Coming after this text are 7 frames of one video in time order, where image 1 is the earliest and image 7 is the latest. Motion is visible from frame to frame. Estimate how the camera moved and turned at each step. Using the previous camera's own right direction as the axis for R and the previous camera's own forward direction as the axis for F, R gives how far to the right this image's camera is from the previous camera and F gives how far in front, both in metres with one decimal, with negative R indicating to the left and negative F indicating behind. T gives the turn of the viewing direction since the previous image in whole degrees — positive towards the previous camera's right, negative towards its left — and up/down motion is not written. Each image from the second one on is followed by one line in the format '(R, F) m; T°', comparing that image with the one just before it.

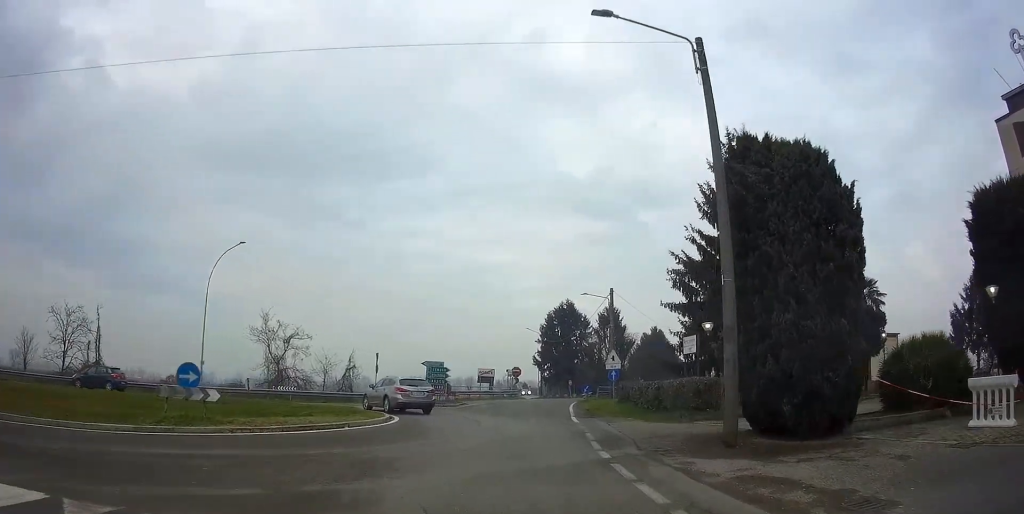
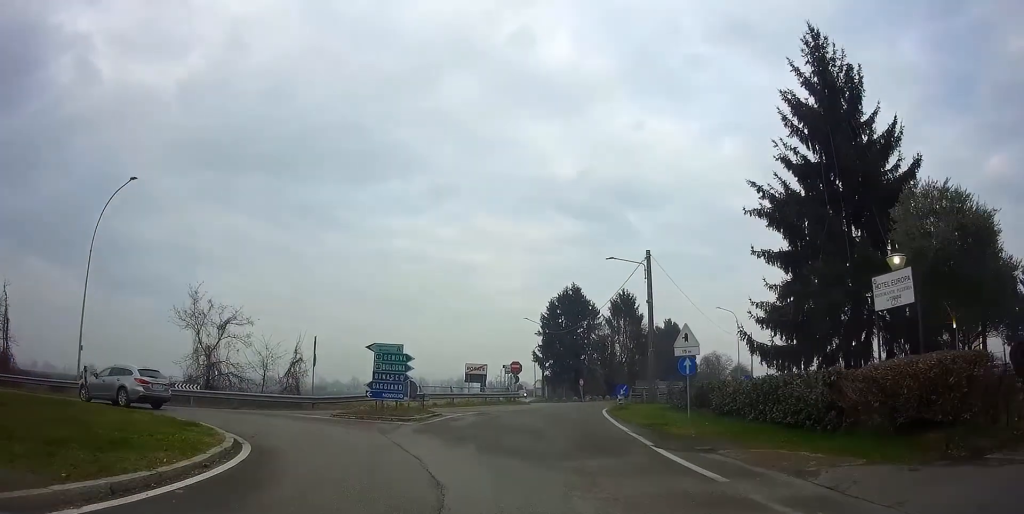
(+0.8, +12.6) m; -1°
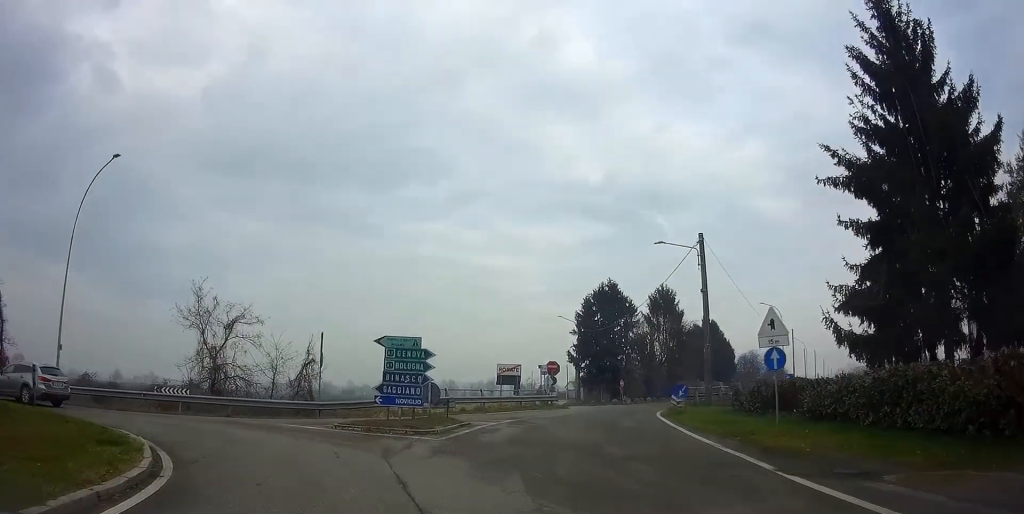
(-0.1, +4.1) m; -5°
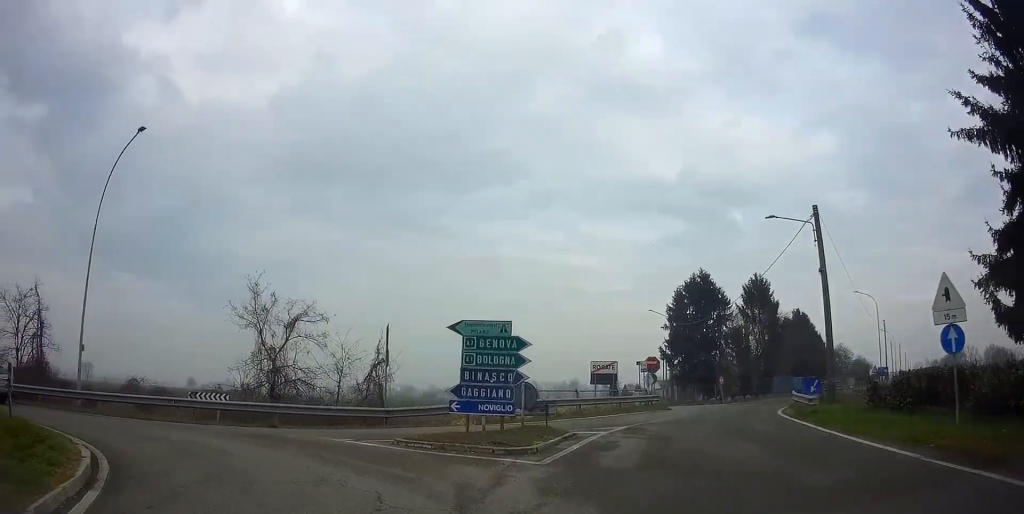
(-0.1, +4.0) m; -8°
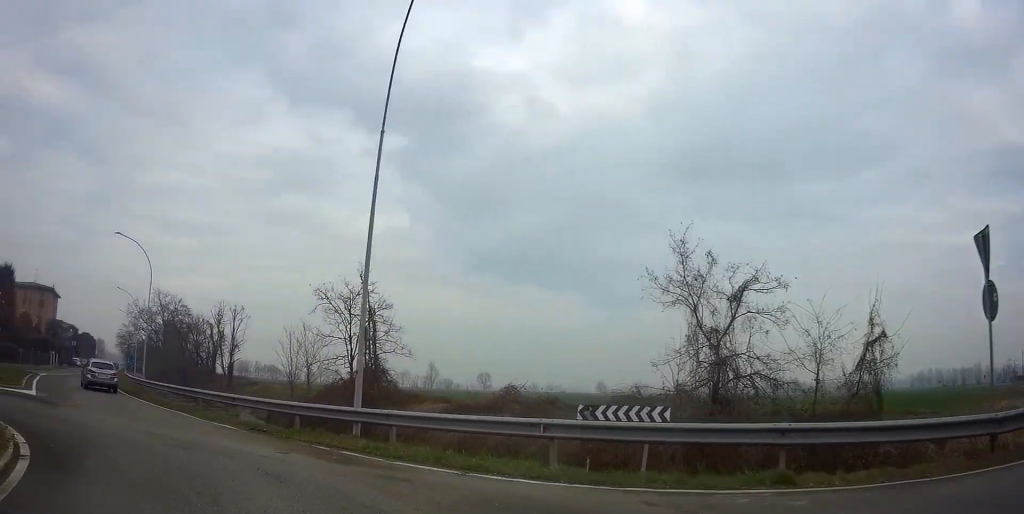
(-3.5, +10.5) m; -39°
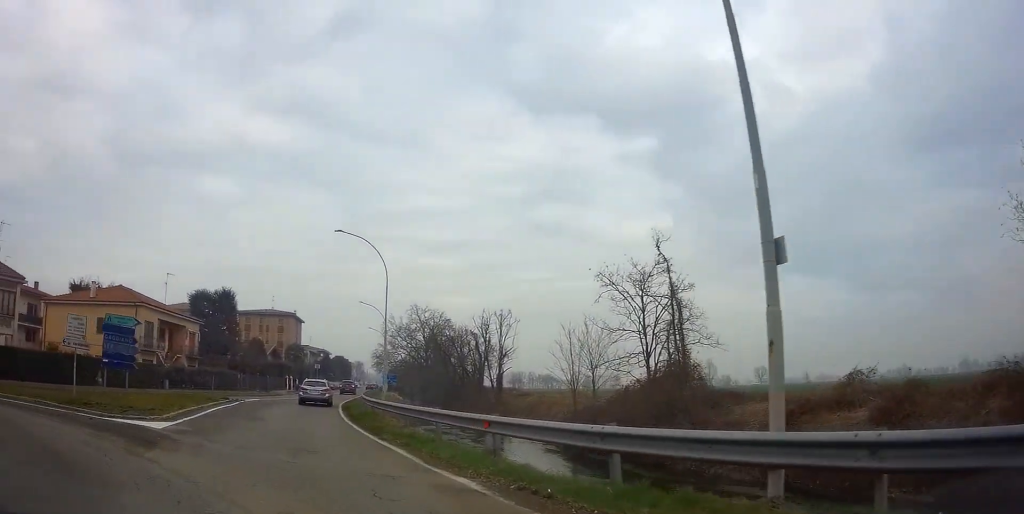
(-1.7, +7.3) m; -22°
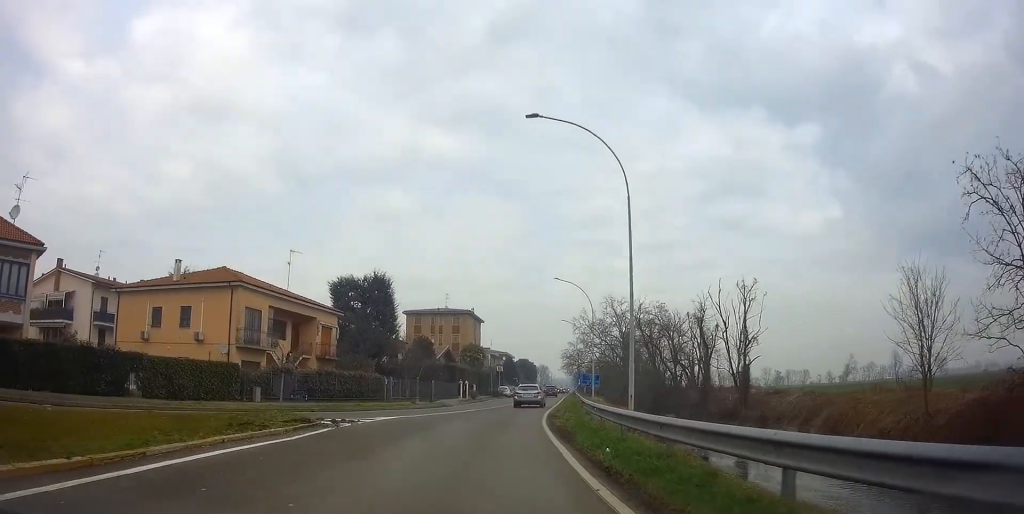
(-2.6, +15.8) m; -11°
